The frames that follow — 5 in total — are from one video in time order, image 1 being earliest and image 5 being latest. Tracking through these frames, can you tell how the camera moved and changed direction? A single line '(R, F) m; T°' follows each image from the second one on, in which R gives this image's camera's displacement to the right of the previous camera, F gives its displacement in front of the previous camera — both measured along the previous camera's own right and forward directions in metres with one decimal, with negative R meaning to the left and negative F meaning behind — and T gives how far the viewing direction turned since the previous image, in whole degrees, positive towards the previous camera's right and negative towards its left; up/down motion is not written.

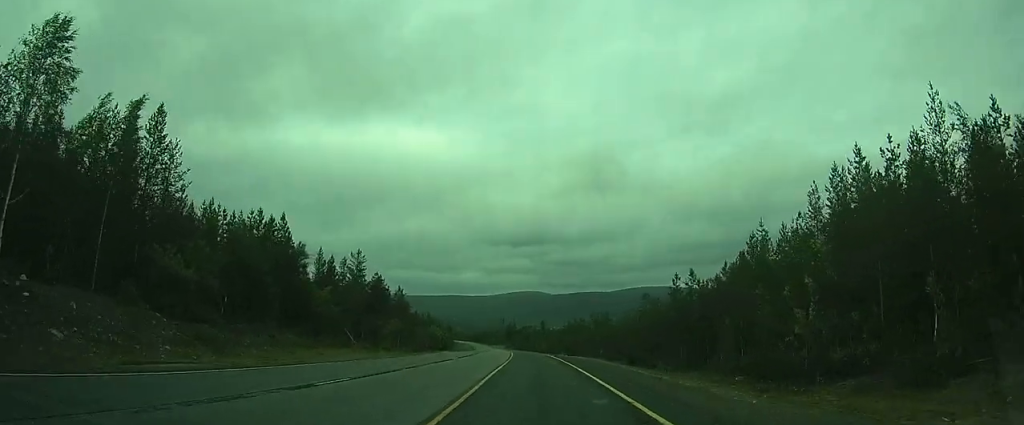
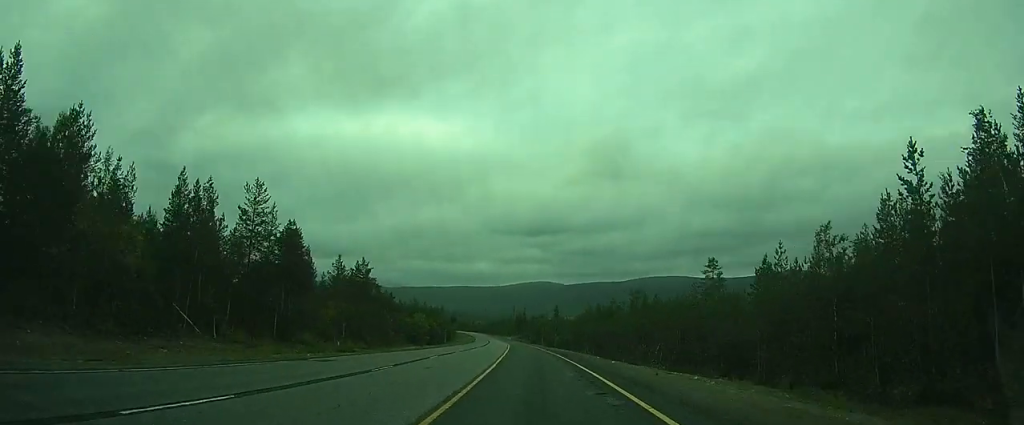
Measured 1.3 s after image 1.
(-0.6, +31.4) m; -1°
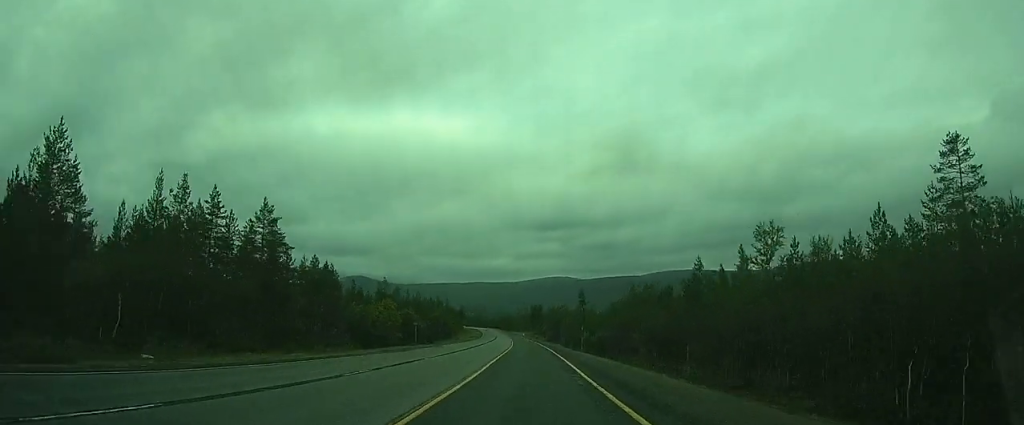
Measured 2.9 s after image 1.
(-0.3, +37.9) m; -1°
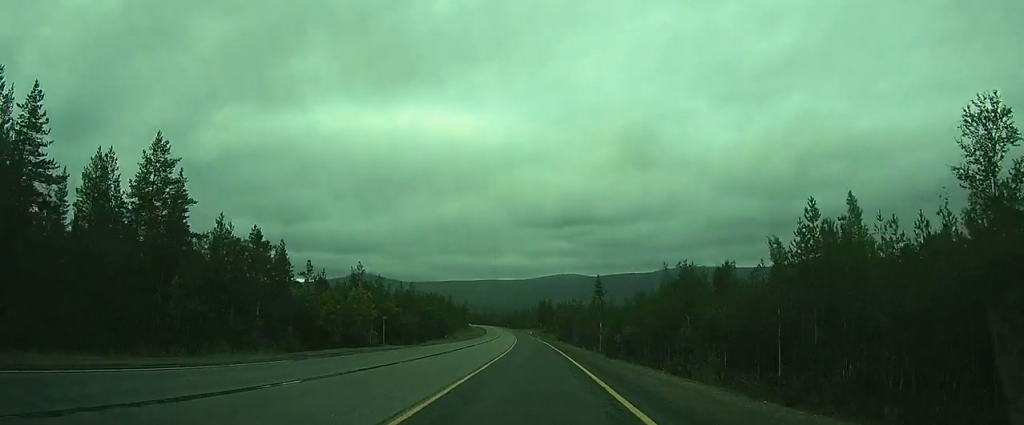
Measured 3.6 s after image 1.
(-0.1, +17.6) m; -1°
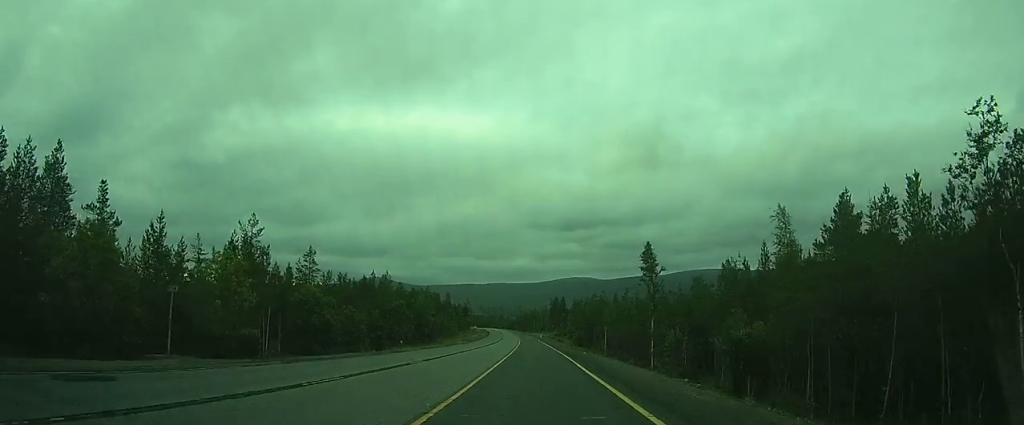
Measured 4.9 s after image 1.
(-0.4, +31.9) m; -1°
